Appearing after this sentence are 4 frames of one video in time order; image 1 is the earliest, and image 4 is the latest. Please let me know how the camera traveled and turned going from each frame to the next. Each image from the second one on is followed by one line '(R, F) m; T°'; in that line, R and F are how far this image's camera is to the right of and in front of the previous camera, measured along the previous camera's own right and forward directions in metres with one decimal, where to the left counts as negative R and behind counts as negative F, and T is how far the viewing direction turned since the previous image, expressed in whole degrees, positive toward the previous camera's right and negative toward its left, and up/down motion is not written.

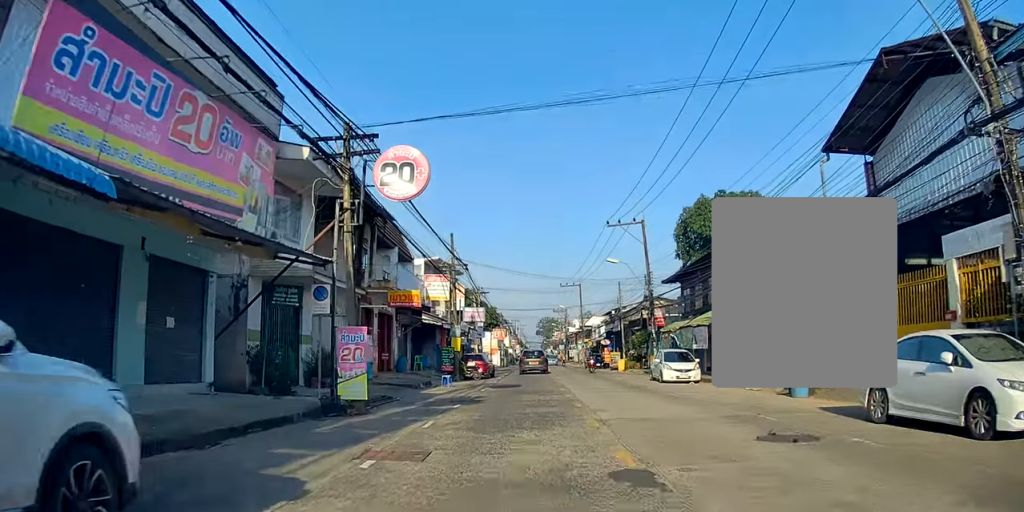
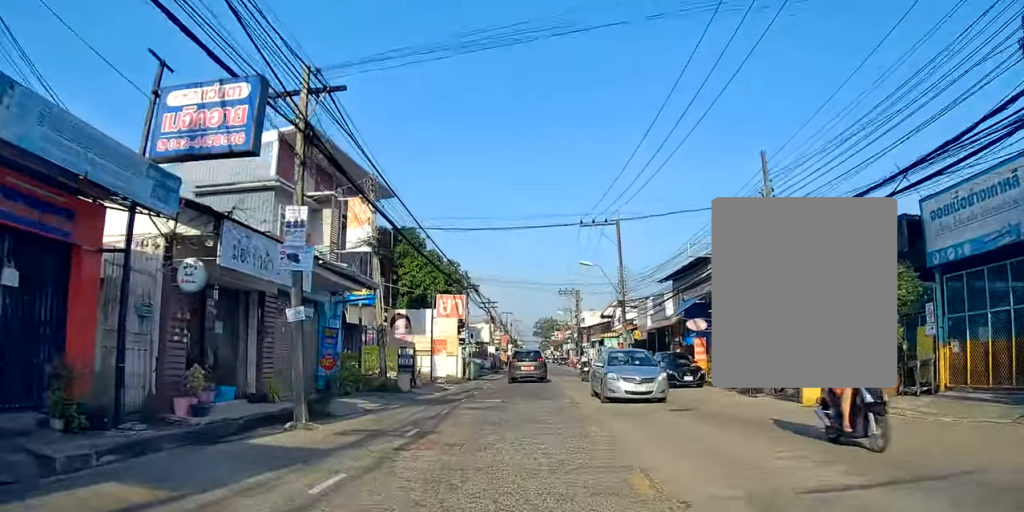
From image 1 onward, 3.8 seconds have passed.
(-0.3, +36.3) m; -1°
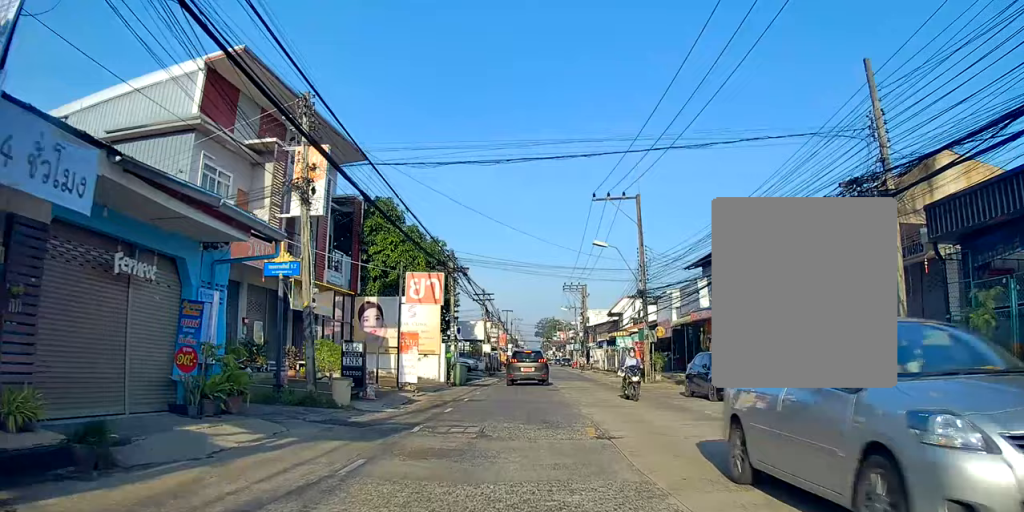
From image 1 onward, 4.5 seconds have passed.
(0.0, +7.2) m; +1°
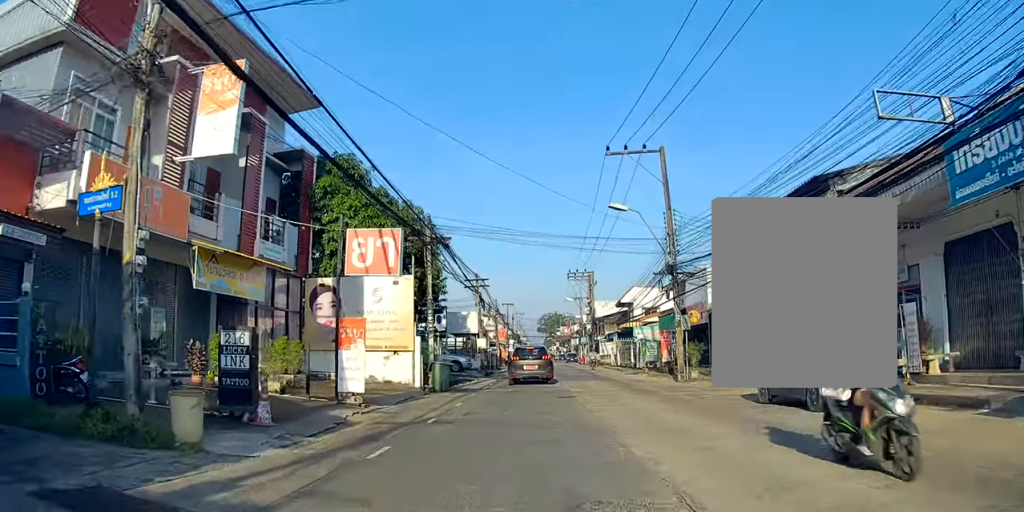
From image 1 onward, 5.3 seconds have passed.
(+0.1, +7.6) m; +1°
